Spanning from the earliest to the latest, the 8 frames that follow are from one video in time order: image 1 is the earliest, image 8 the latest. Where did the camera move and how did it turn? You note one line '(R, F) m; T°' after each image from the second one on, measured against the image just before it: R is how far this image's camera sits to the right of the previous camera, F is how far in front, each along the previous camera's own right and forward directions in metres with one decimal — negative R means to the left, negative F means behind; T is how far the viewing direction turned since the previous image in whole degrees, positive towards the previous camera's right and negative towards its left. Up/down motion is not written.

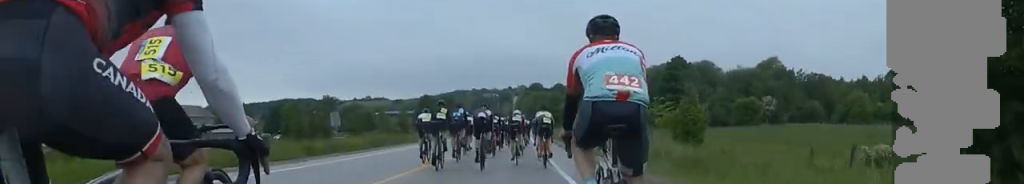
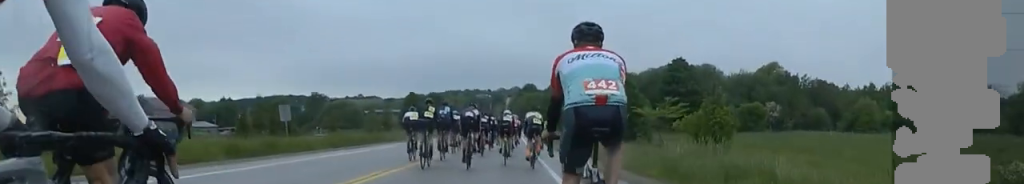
(-0.1, +6.6) m; -2°
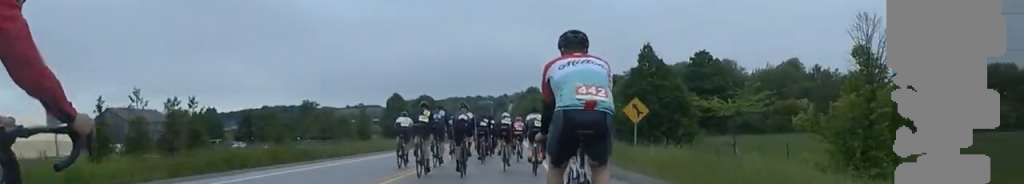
(-0.8, +15.6) m; 0°
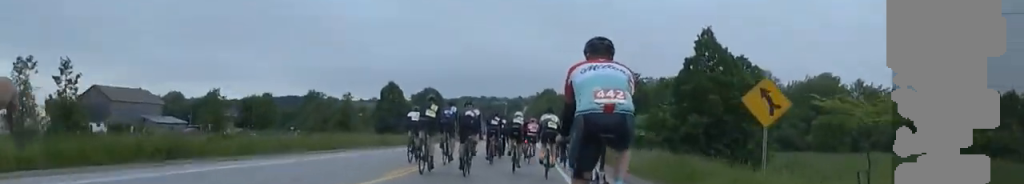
(+0.7, +12.1) m; +3°
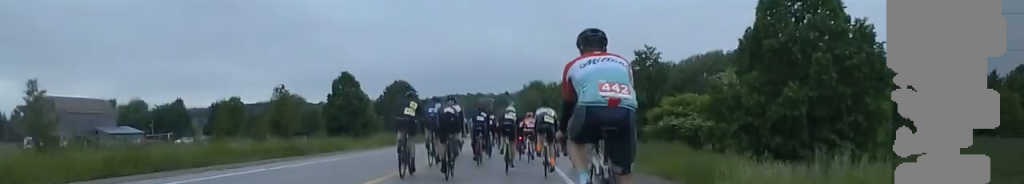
(+0.1, +14.3) m; +1°
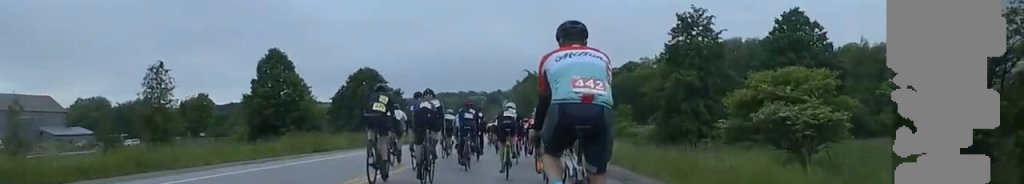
(0.0, +16.4) m; 0°
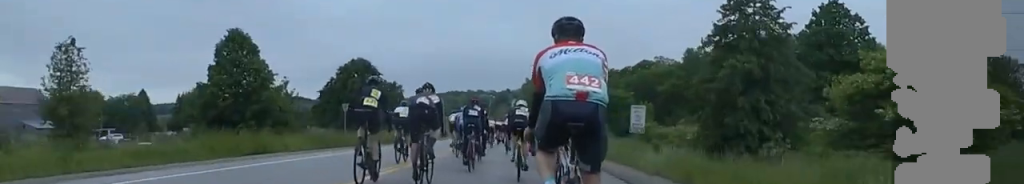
(0.0, +7.9) m; -1°
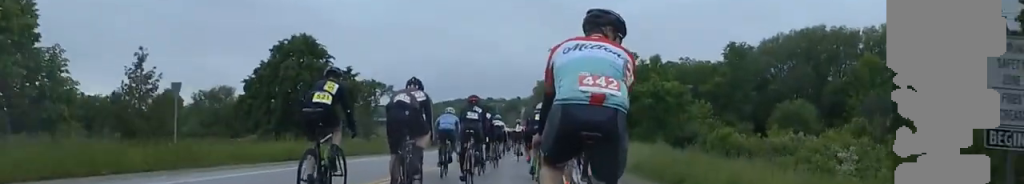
(-0.9, +20.9) m; -2°
